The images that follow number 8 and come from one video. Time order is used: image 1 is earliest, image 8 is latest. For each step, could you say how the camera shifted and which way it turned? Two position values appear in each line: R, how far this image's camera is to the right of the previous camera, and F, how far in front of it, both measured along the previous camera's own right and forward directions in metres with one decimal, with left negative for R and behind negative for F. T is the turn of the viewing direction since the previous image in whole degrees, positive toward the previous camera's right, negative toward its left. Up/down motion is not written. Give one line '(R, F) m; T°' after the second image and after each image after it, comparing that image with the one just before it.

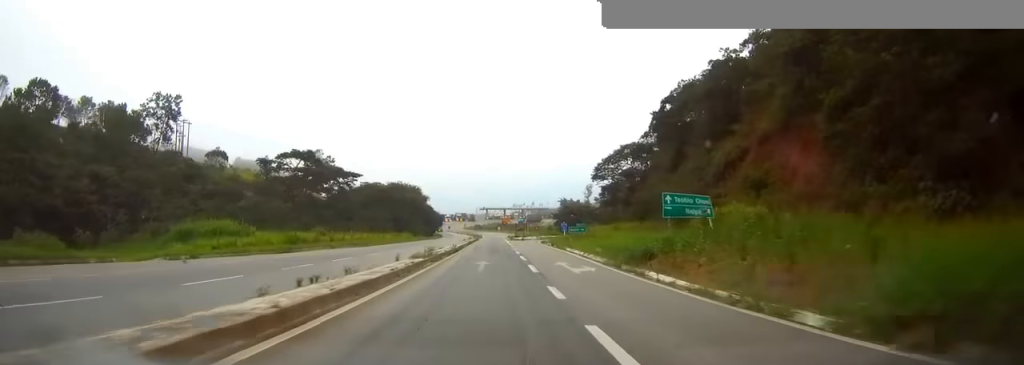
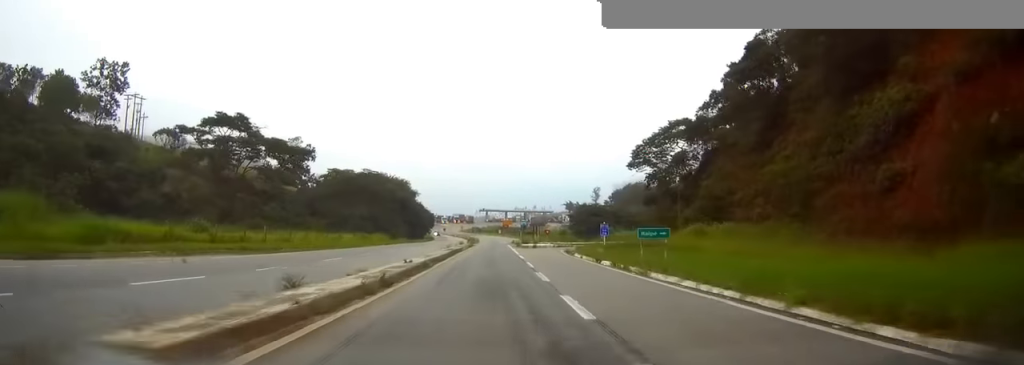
(-0.1, +27.6) m; 0°
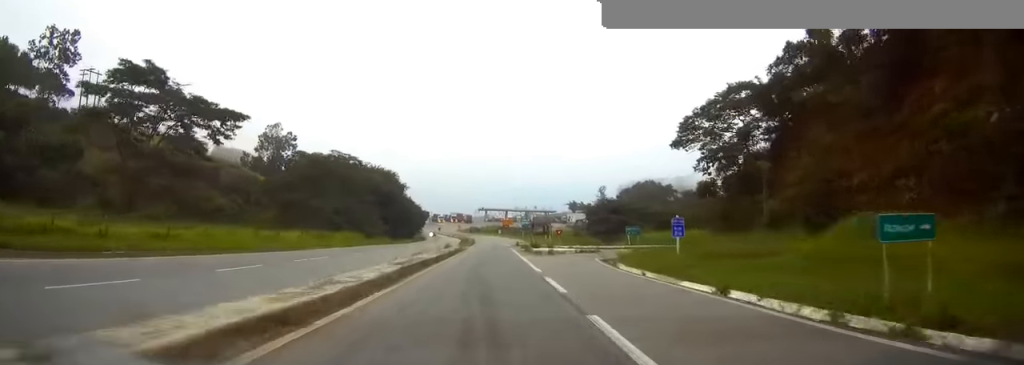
(+0.1, +19.9) m; 0°
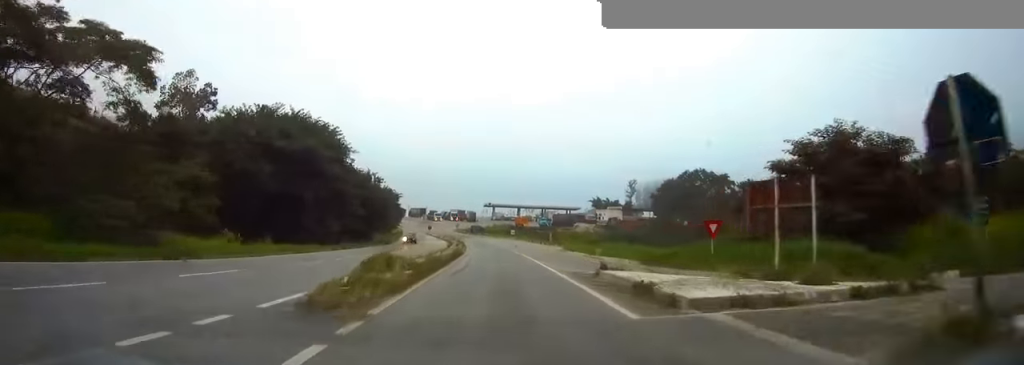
(-0.1, +60.0) m; 0°
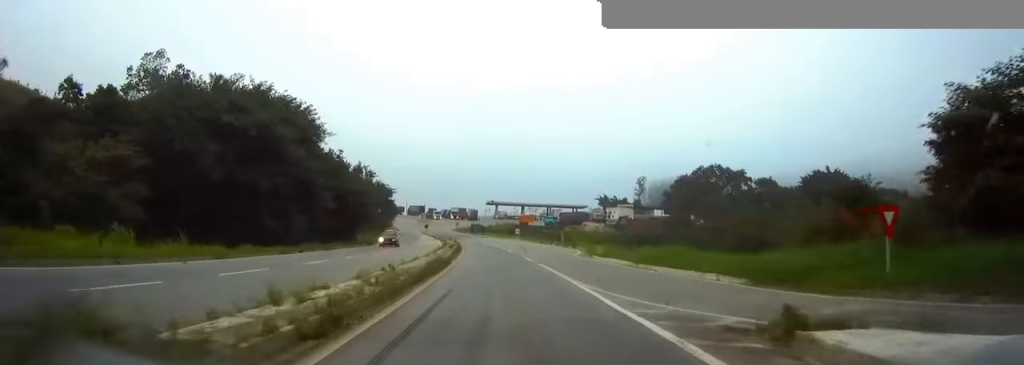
(0.0, +13.5) m; 0°
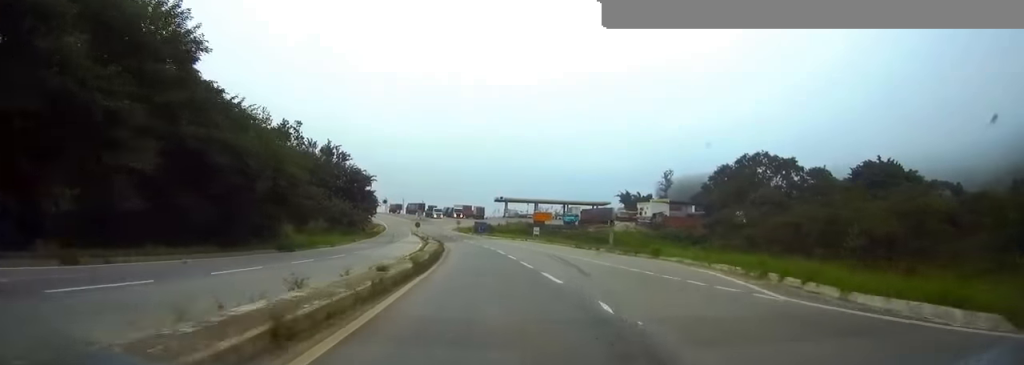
(-0.2, +32.8) m; -1°
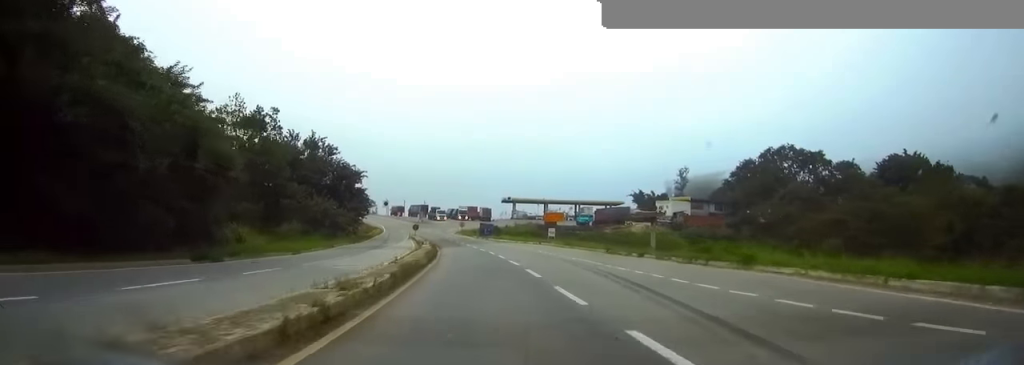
(-0.1, +13.1) m; -1°
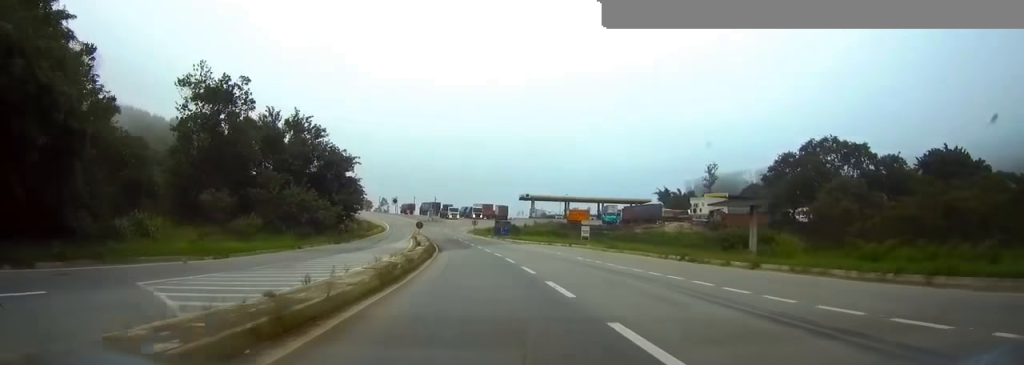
(0.0, +15.7) m; -1°
